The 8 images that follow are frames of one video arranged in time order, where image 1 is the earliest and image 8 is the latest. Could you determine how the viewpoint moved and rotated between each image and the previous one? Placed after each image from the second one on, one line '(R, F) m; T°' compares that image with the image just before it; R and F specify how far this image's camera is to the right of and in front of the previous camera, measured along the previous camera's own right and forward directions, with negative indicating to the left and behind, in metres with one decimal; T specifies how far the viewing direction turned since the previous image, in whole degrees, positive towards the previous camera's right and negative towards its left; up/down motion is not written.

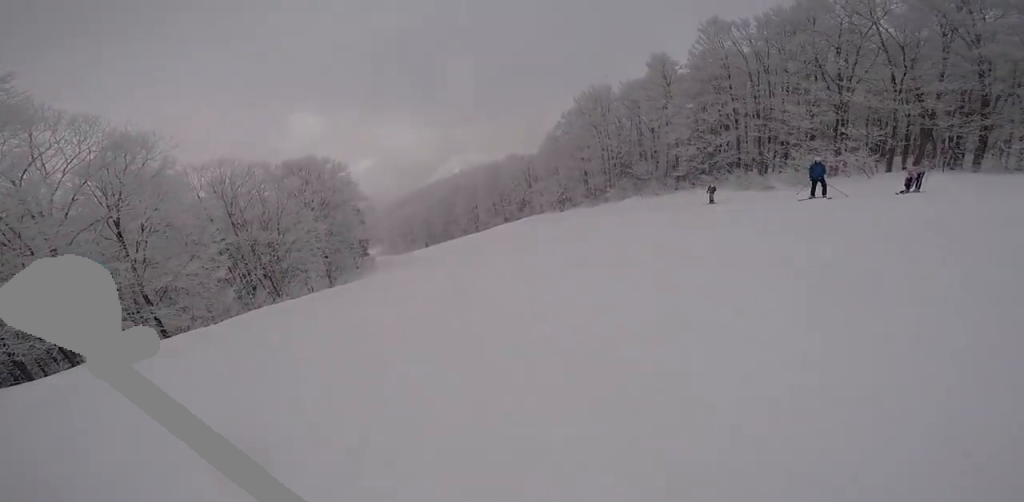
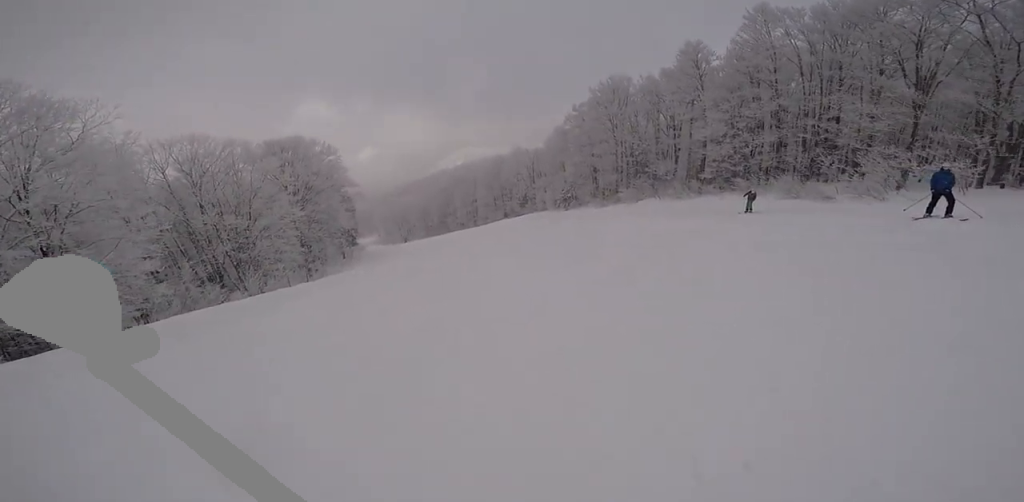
(+0.8, +4.2) m; +12°
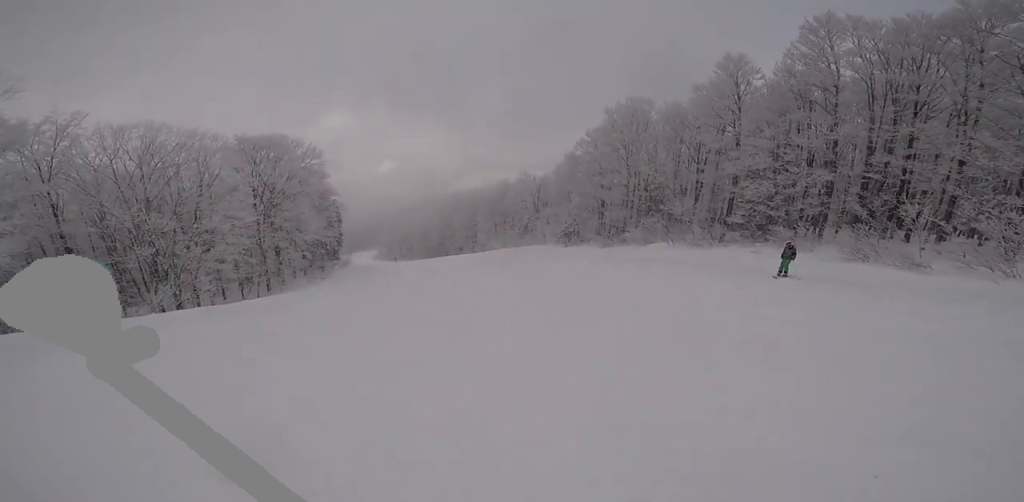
(+0.1, +7.0) m; -6°
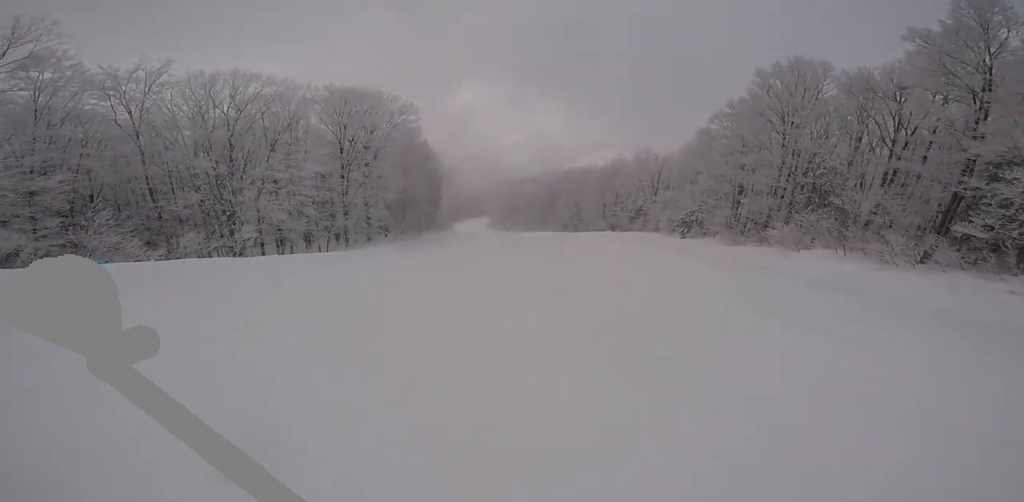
(-1.5, +7.3) m; -21°
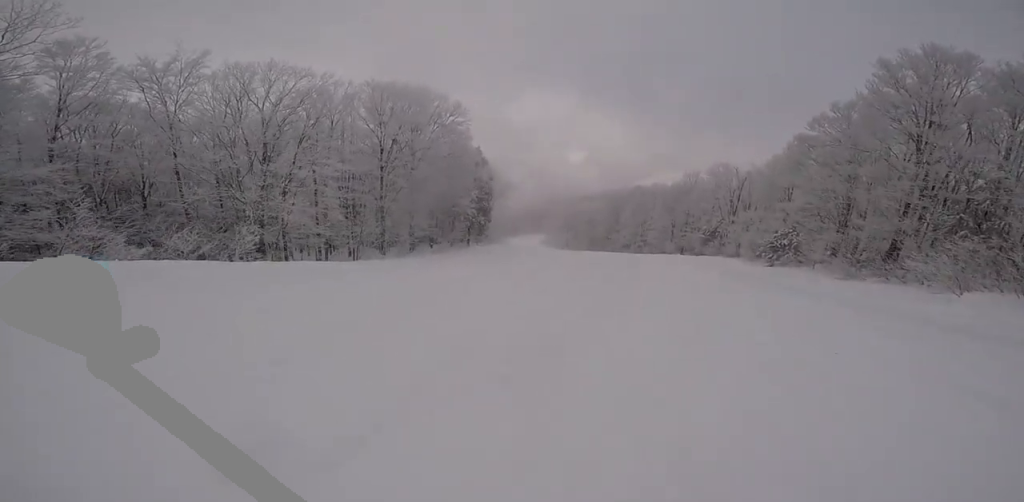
(-0.4, +5.2) m; -6°
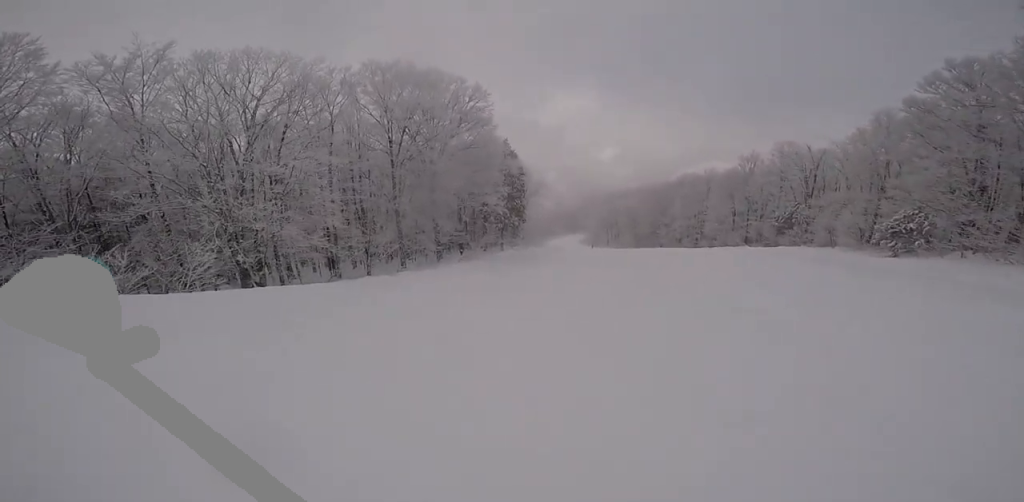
(-0.3, +6.6) m; -4°
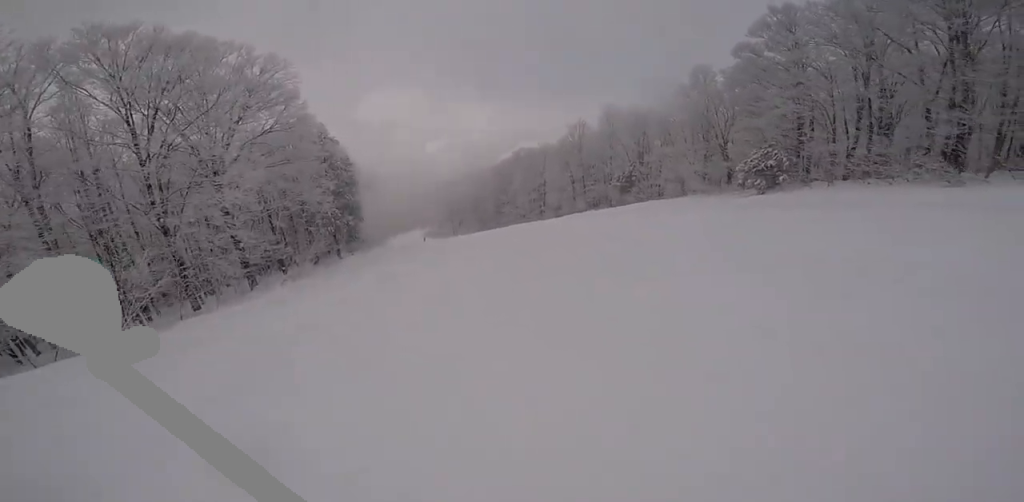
(-0.2, +6.2) m; +4°
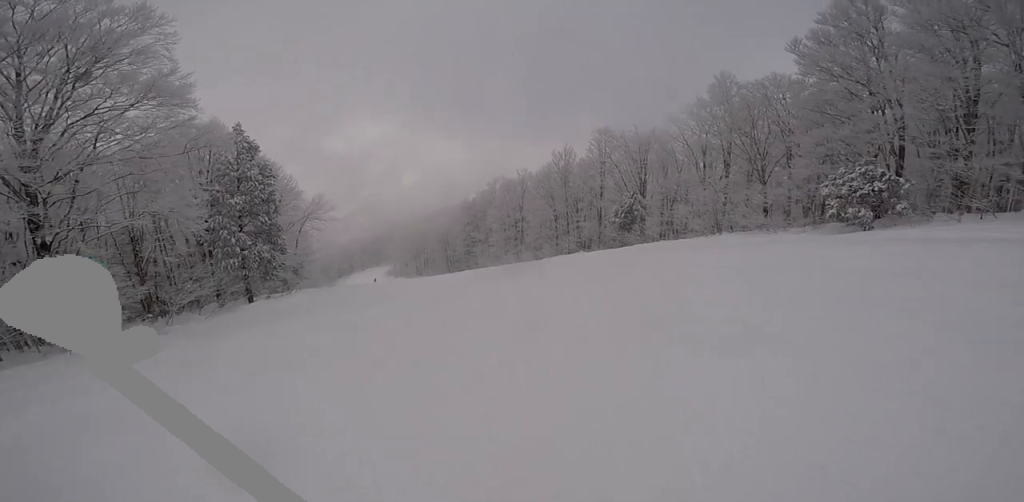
(+1.8, +9.7) m; +26°
